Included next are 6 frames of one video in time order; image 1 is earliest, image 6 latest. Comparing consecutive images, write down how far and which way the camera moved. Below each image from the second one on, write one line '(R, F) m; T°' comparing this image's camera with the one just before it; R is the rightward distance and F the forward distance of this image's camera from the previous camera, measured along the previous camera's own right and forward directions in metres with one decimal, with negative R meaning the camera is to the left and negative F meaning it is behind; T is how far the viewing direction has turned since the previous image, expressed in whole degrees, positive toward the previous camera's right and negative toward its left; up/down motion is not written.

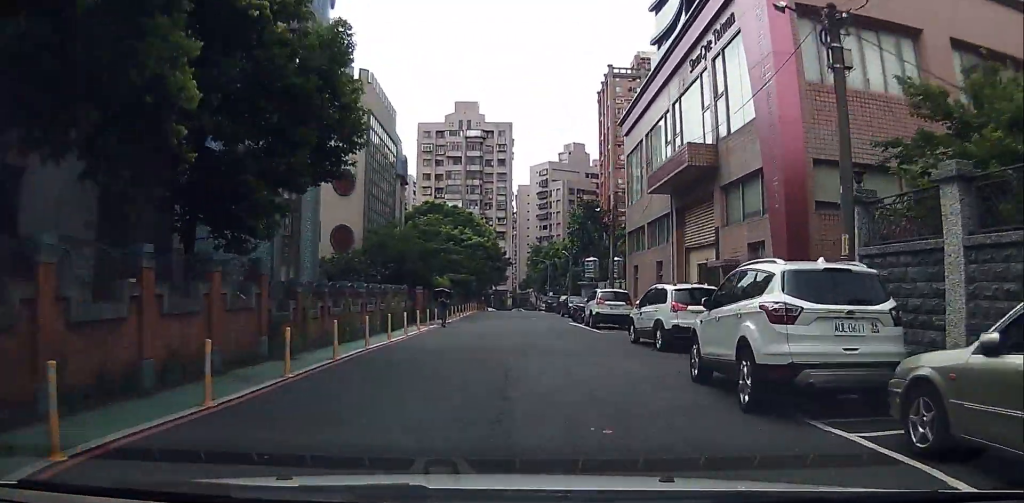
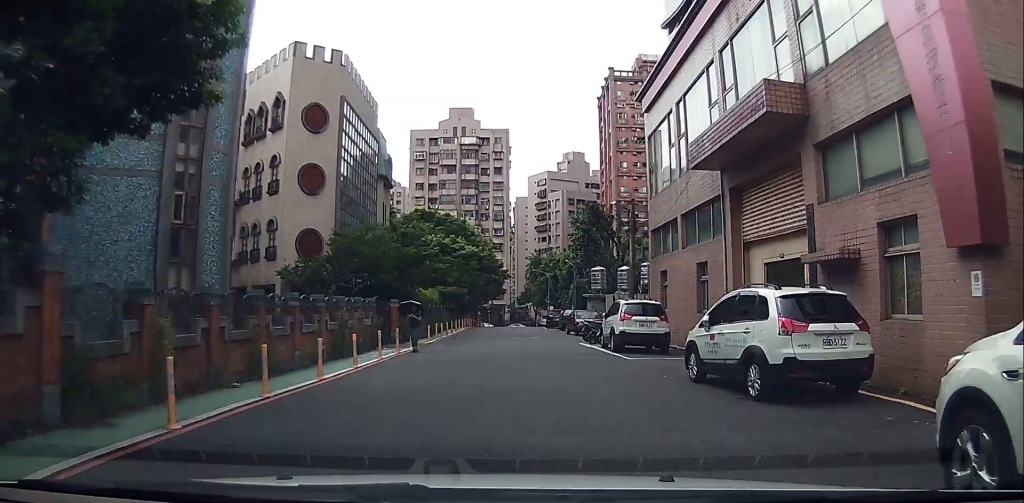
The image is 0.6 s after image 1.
(0.0, +4.8) m; 0°
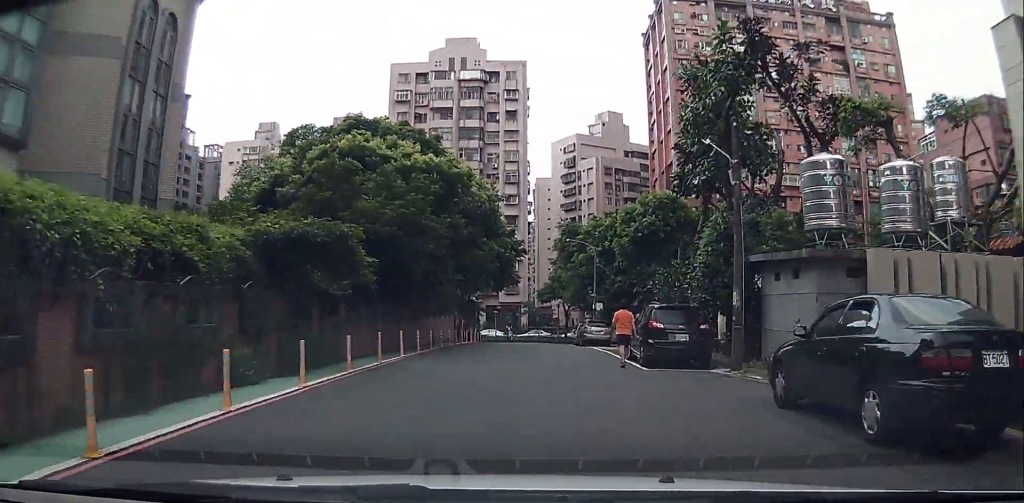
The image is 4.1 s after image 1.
(+1.4, +39.6) m; +1°
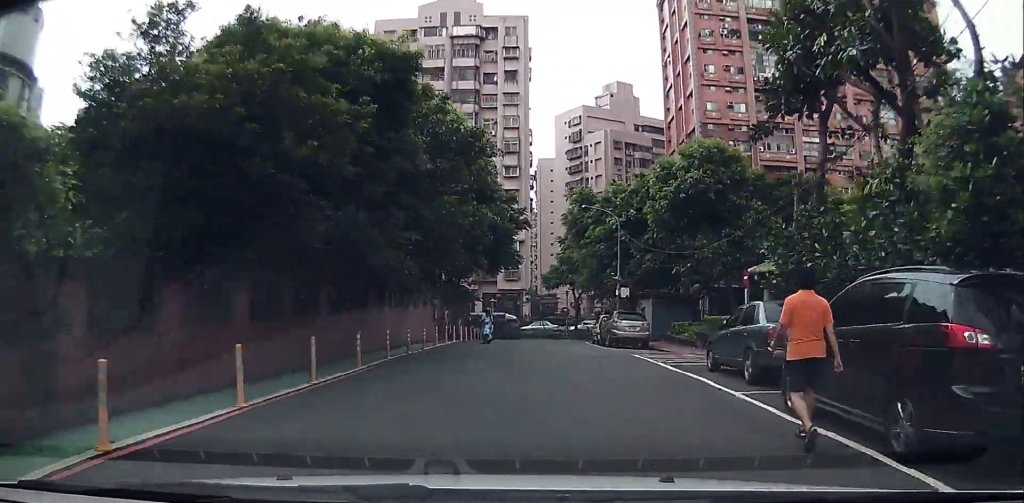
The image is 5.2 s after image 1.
(-0.5, +15.1) m; -1°
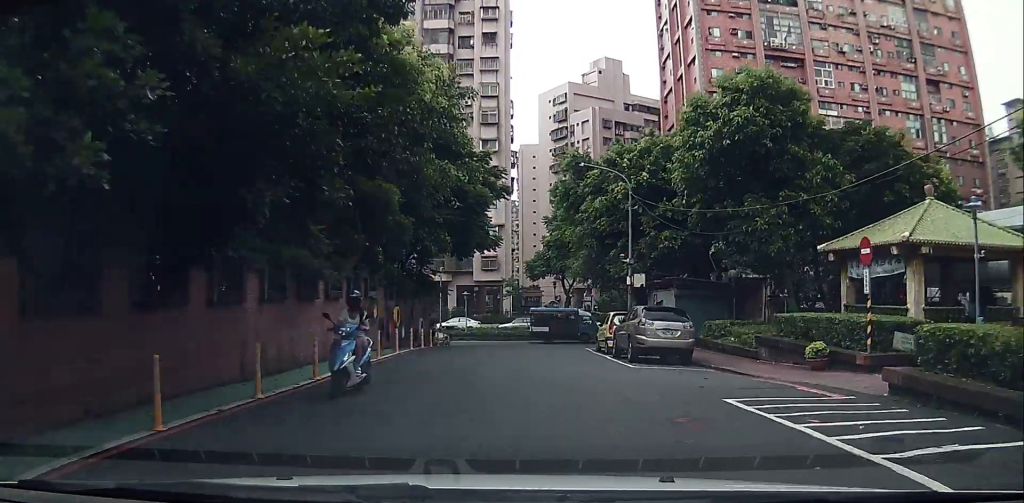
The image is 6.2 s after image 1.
(+0.2, +12.1) m; +1°
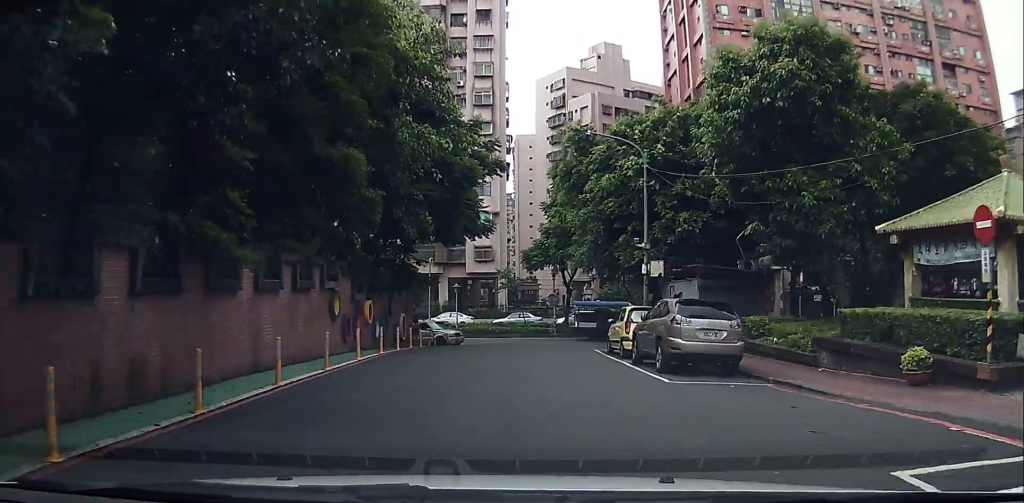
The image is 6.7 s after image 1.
(0.0, +5.1) m; 0°
